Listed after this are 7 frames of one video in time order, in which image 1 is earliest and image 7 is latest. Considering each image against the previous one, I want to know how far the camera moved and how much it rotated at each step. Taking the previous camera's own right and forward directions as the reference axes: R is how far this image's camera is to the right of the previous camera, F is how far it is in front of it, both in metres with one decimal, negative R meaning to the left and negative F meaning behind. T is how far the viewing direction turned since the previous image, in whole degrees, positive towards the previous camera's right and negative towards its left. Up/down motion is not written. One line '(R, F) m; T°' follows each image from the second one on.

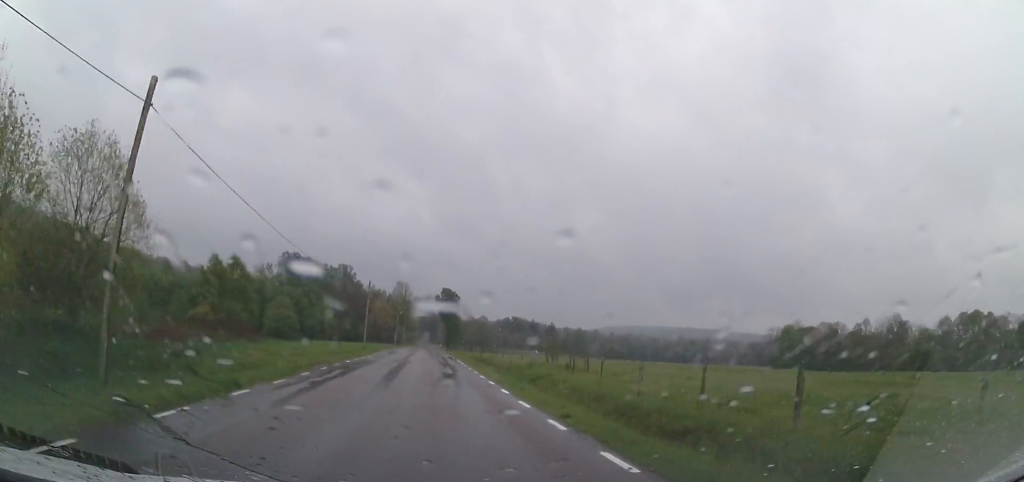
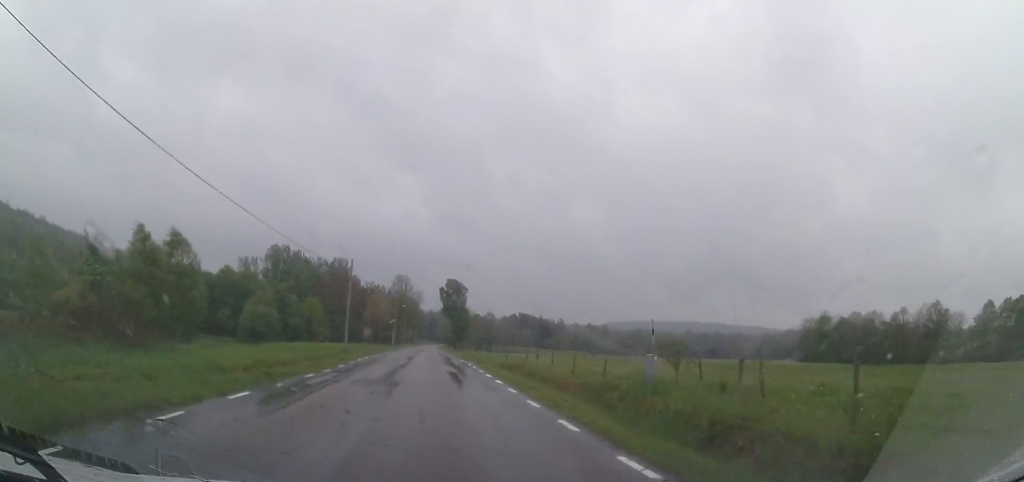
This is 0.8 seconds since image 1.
(+0.1, +15.2) m; 0°
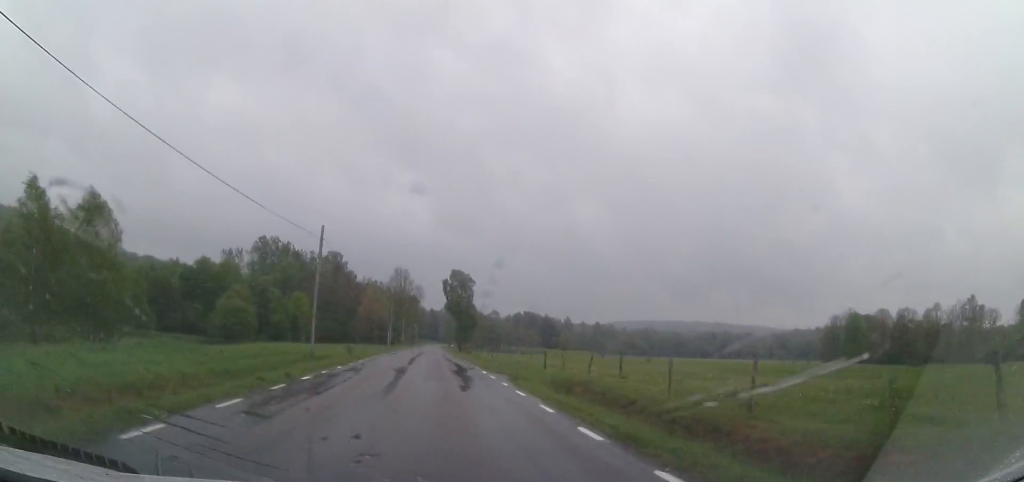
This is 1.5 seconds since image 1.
(-0.1, +12.6) m; 0°
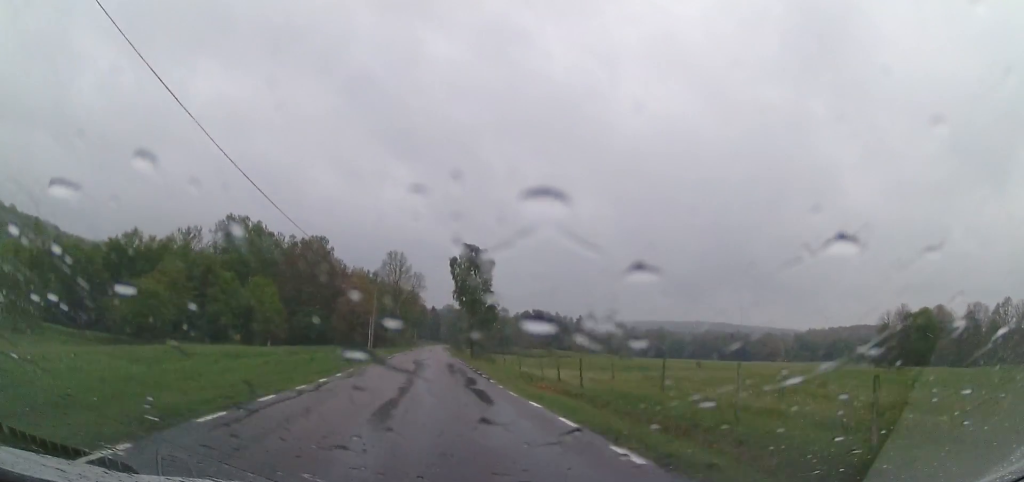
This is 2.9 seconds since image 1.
(+0.1, +25.2) m; +1°
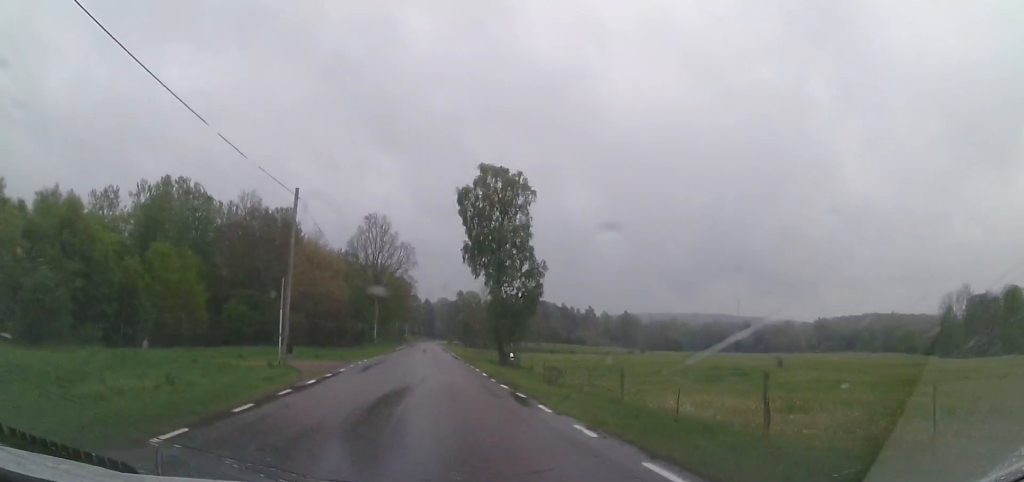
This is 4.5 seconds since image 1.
(+0.1, +28.3) m; 0°
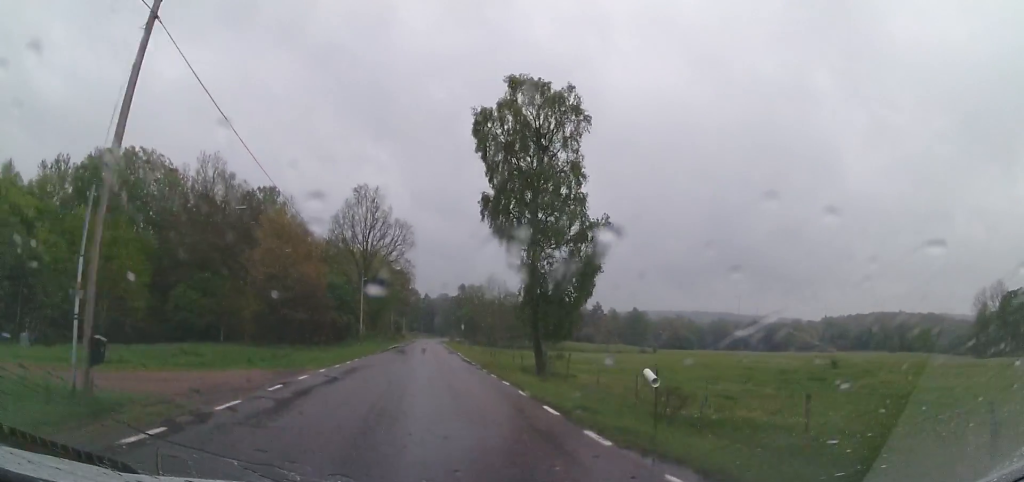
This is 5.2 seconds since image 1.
(0.0, +12.7) m; 0°
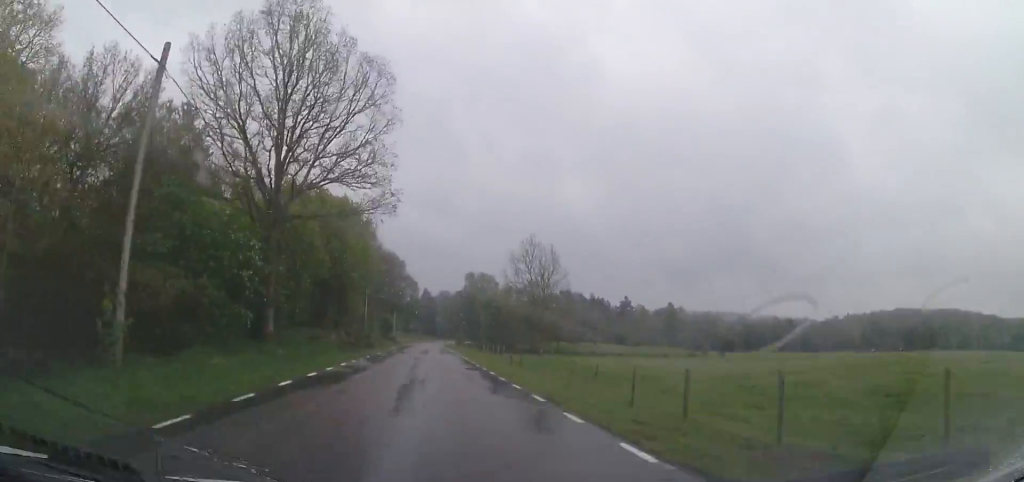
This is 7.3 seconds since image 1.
(-0.6, +37.6) m; -2°
